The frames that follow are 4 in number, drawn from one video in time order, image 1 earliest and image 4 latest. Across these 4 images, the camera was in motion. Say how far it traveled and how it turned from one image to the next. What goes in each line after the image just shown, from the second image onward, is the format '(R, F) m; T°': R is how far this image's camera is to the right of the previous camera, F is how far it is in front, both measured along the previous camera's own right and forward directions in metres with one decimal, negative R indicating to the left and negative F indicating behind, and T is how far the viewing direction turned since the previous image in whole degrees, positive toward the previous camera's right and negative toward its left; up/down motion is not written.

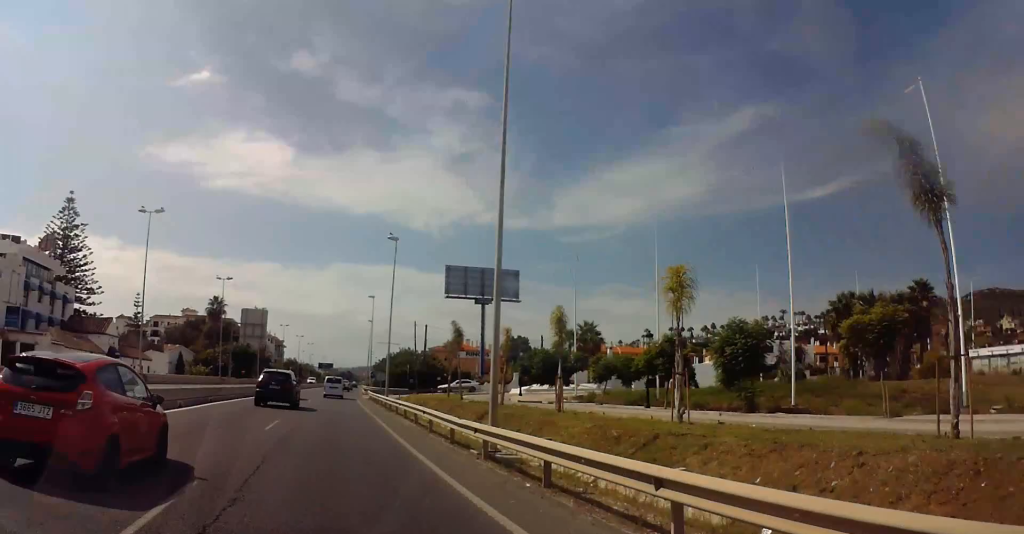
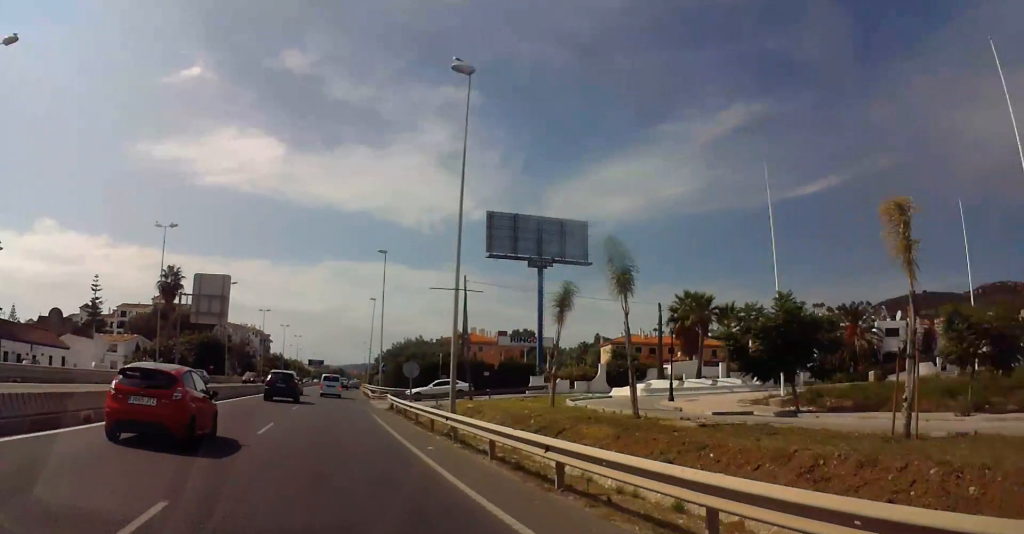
(-0.2, +28.7) m; 0°
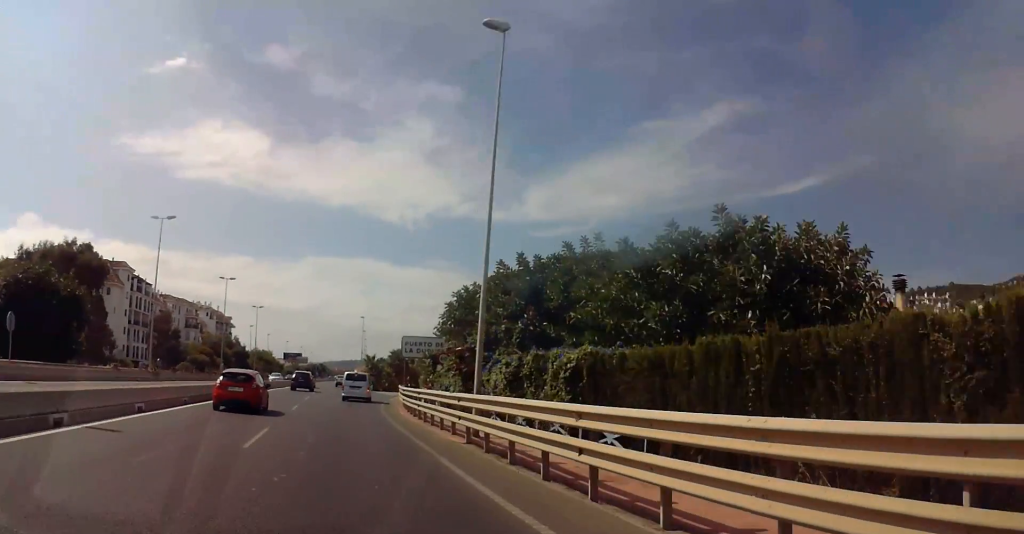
(+1.6, +71.2) m; +3°
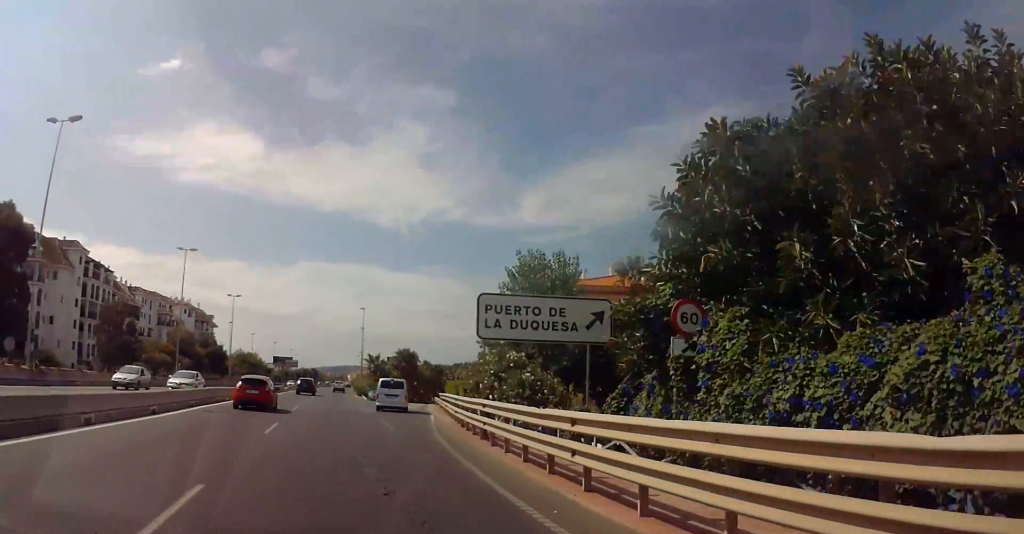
(+0.4, +22.9) m; +2°
